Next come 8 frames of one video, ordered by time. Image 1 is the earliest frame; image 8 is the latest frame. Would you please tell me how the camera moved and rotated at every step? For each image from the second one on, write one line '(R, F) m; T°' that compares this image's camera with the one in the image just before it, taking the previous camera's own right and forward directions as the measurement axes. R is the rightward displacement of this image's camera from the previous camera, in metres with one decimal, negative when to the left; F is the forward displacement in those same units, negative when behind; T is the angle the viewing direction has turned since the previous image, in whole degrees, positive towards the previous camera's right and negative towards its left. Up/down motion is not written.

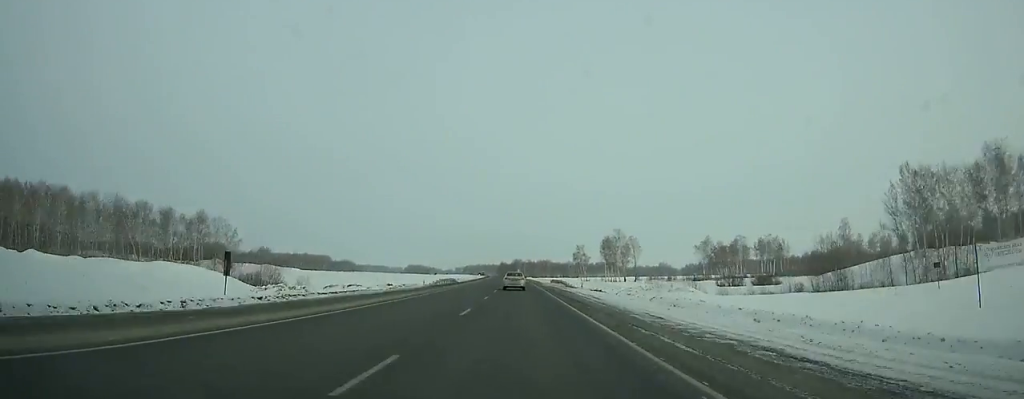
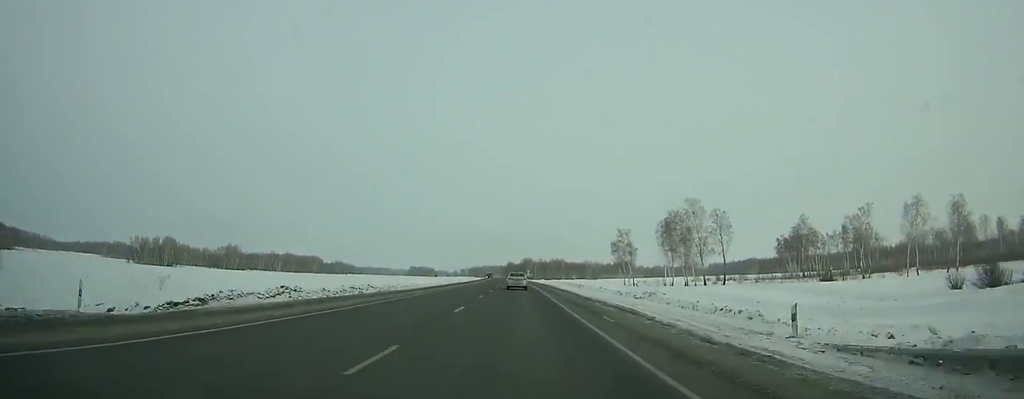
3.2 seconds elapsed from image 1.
(-0.9, +83.6) m; -1°
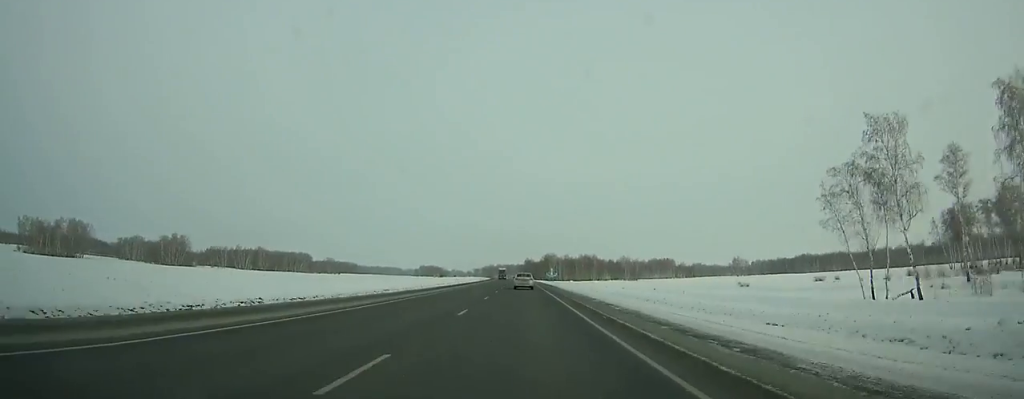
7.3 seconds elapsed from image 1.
(-1.3, +110.9) m; -1°
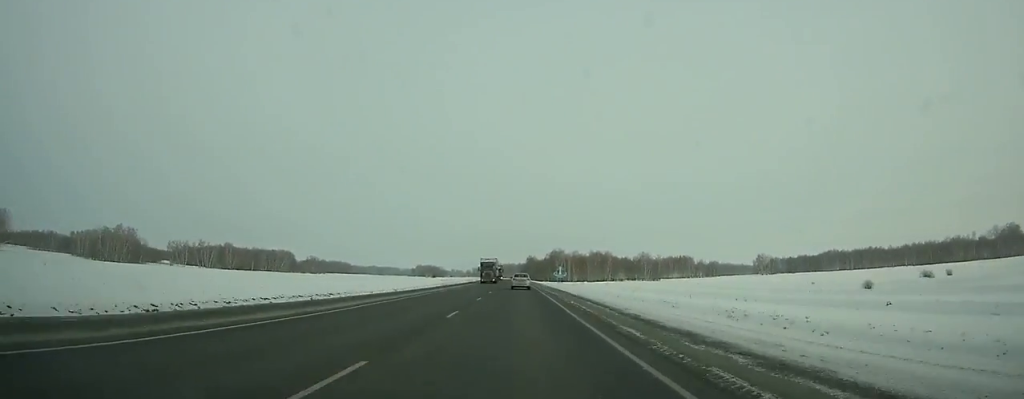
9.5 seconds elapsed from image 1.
(-0.2, +60.9) m; -1°
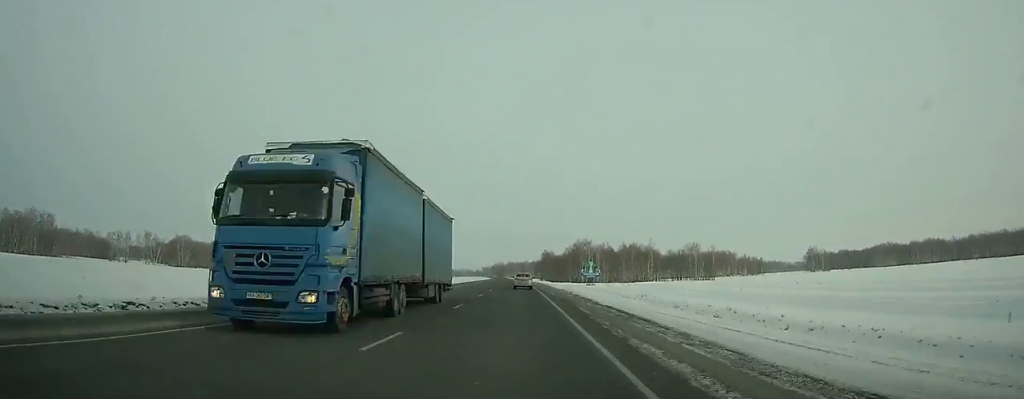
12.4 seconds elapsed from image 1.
(-0.6, +81.8) m; -1°
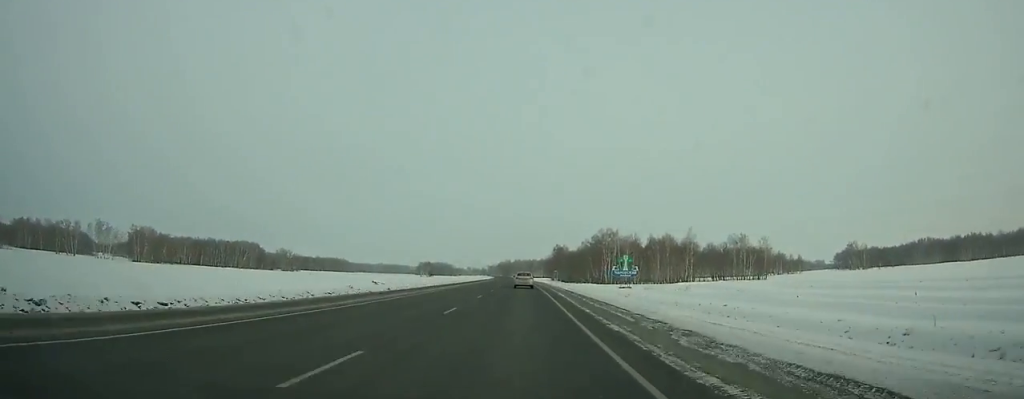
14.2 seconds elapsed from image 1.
(-0.4, +51.6) m; -1°
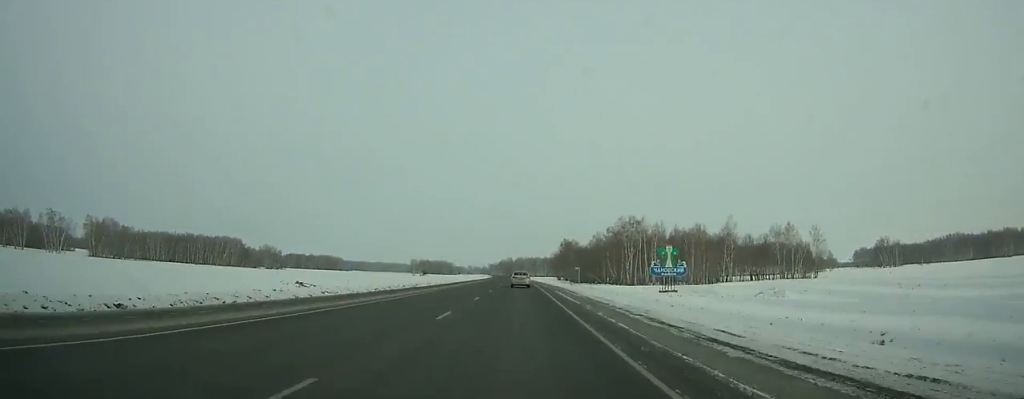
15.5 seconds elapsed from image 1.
(-0.2, +37.4) m; 0°
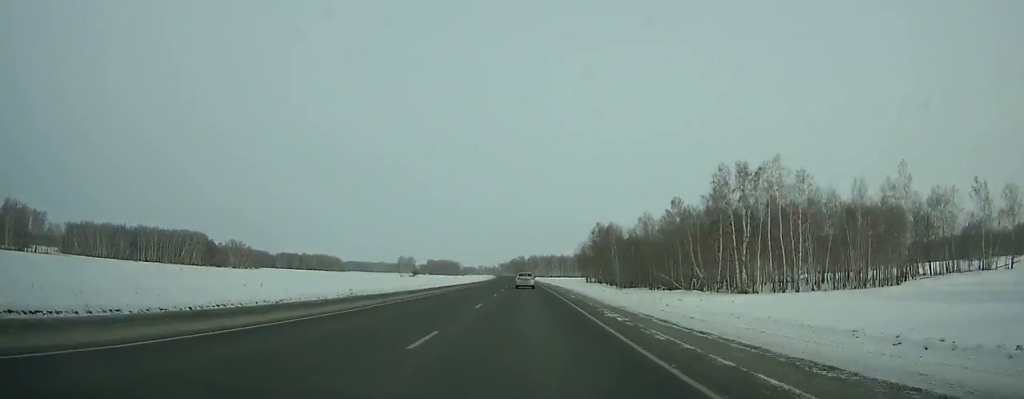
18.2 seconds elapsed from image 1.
(-0.6, +78.2) m; -1°
